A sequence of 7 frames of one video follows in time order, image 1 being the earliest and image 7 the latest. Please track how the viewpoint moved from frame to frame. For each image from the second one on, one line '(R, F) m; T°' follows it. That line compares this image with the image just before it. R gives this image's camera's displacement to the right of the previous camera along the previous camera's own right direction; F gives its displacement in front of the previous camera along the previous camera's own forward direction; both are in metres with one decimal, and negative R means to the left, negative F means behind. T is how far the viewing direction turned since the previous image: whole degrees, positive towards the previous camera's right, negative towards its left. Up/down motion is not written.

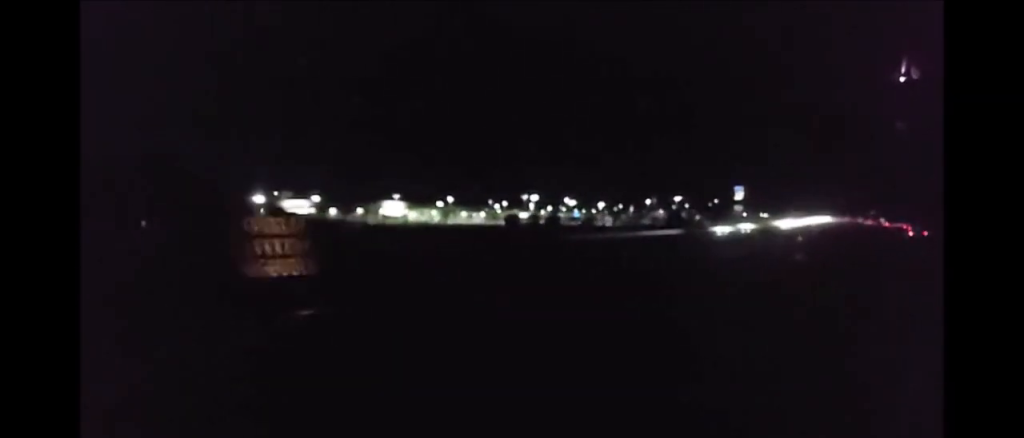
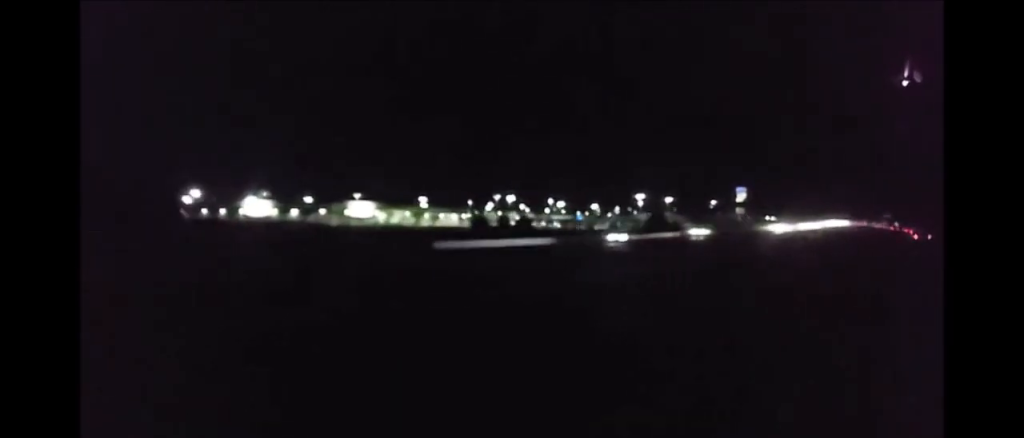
(-0.3, +27.8) m; -1°
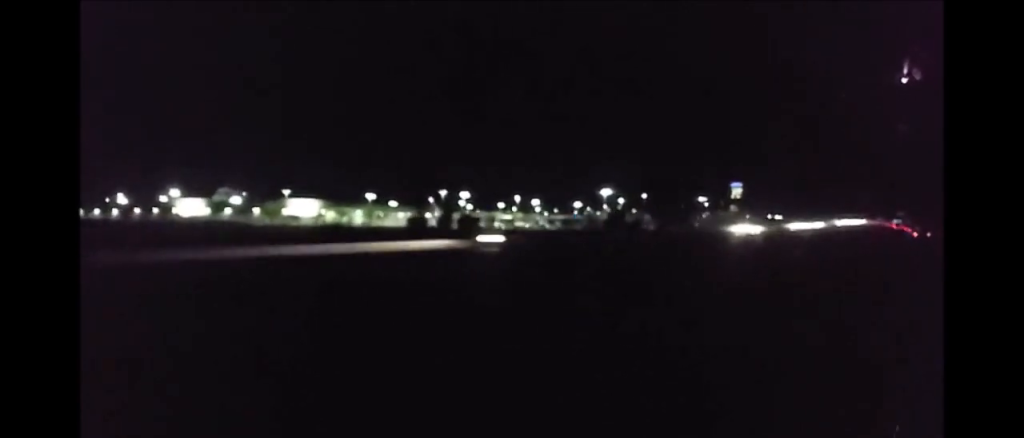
(-0.4, +36.3) m; -2°
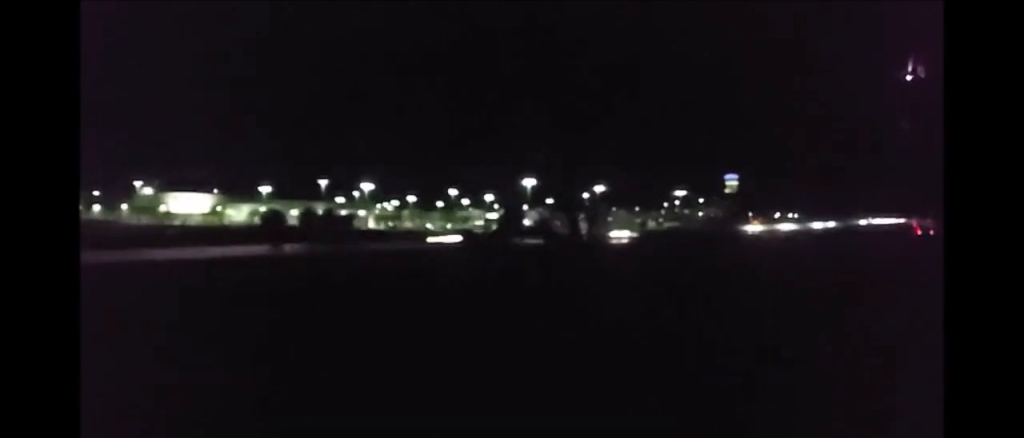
(-2.0, +57.0) m; -2°
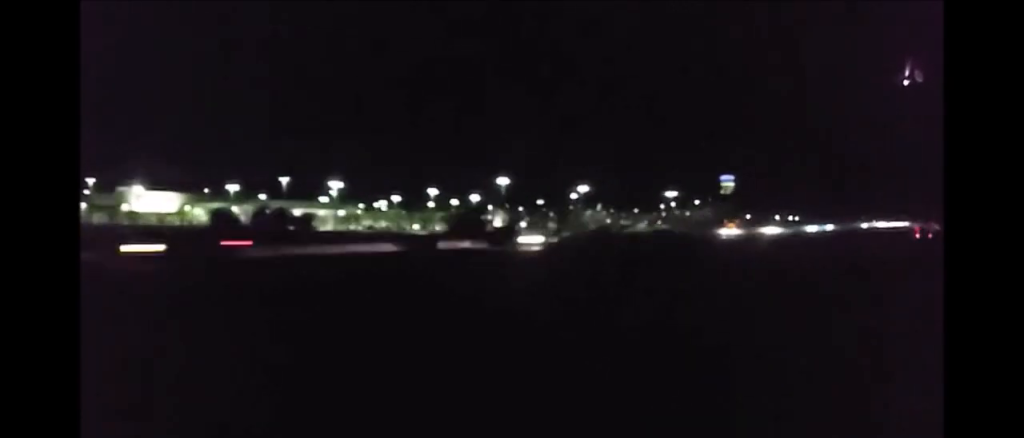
(+0.2, +12.5) m; 0°
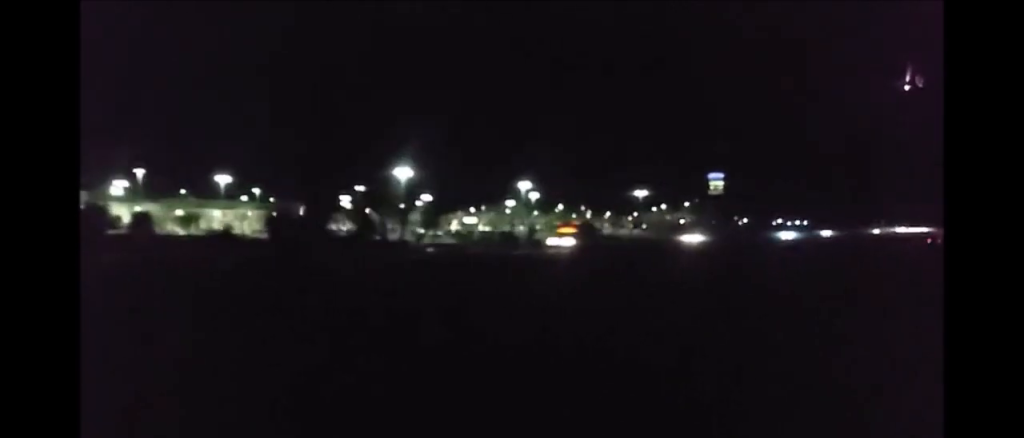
(-0.4, +36.1) m; -1°
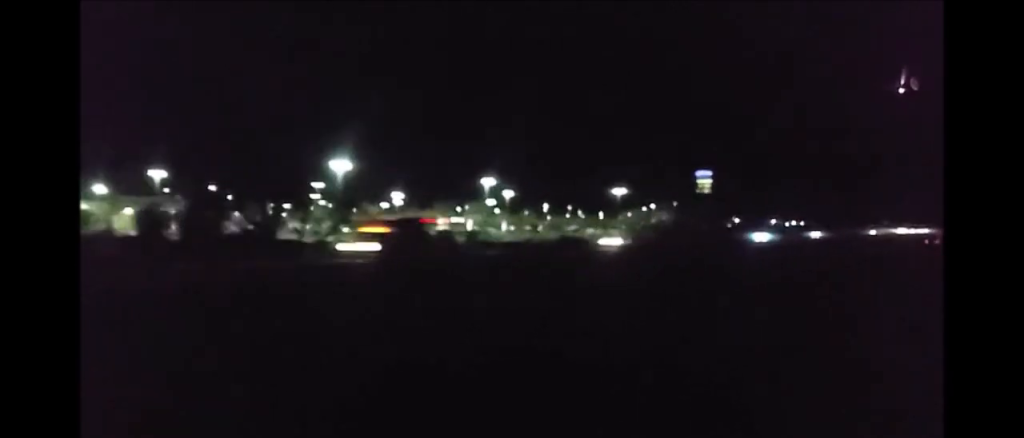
(0.0, +14.3) m; 0°
